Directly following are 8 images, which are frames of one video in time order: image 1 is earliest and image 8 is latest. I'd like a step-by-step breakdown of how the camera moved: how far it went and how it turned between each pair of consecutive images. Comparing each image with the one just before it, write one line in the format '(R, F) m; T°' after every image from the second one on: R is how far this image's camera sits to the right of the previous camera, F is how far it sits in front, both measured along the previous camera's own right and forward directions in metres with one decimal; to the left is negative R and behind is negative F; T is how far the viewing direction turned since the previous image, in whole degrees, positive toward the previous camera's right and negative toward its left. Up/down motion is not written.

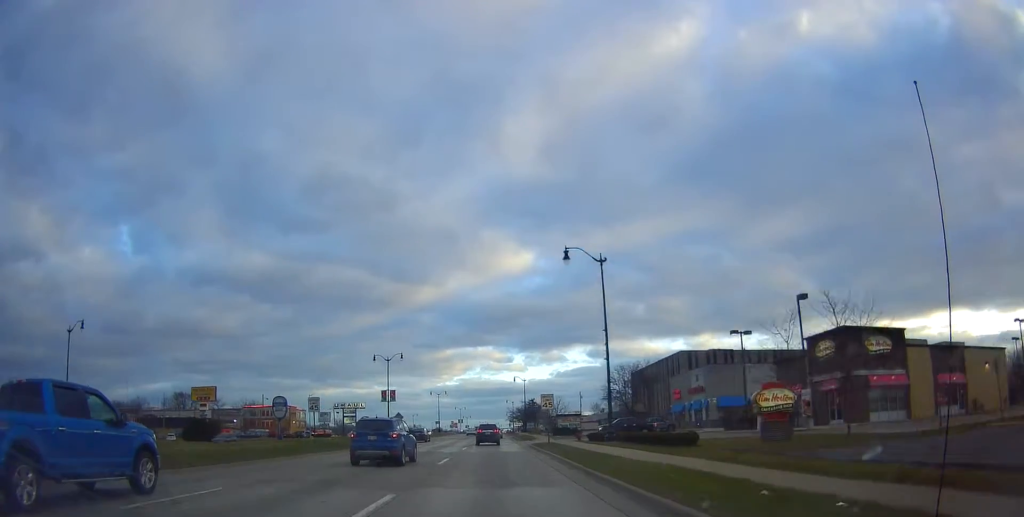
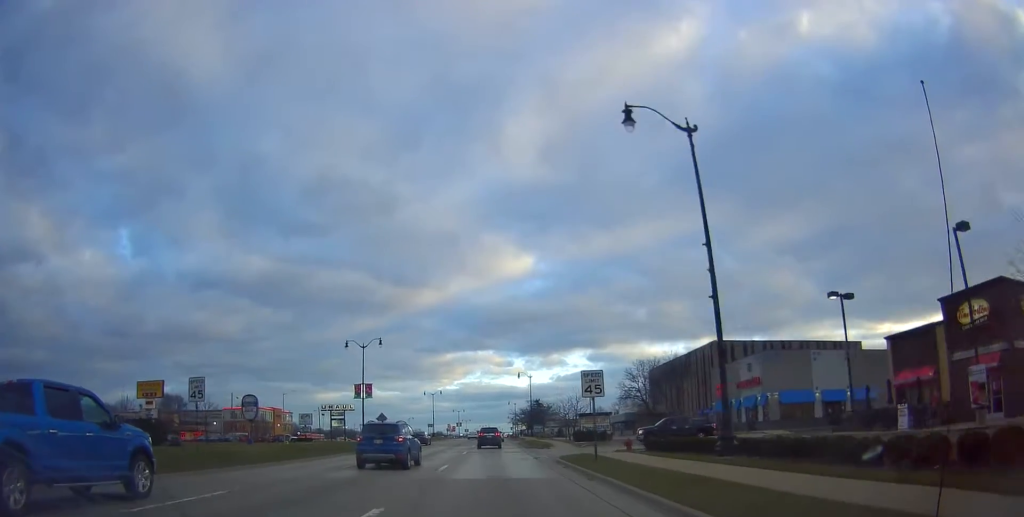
(+0.1, +15.5) m; +1°
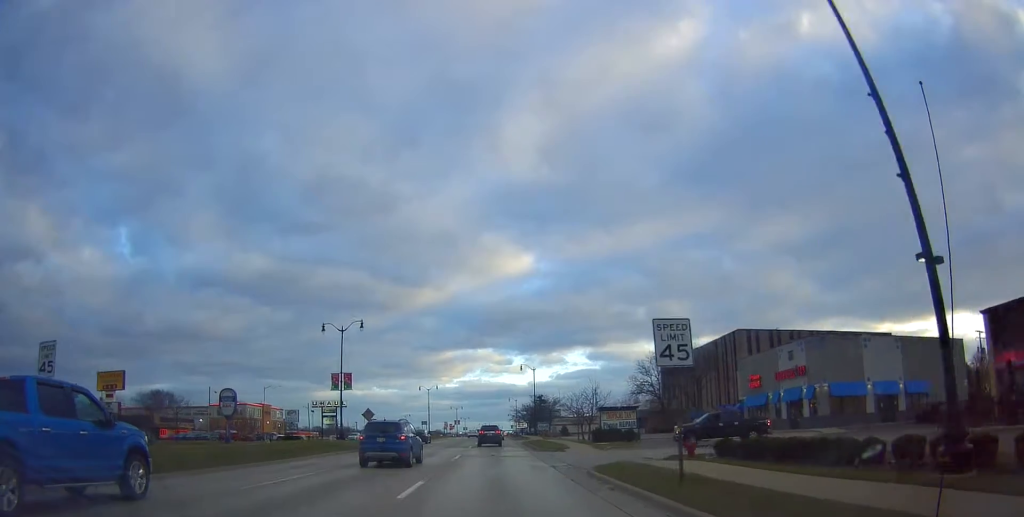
(-0.2, +9.0) m; 0°
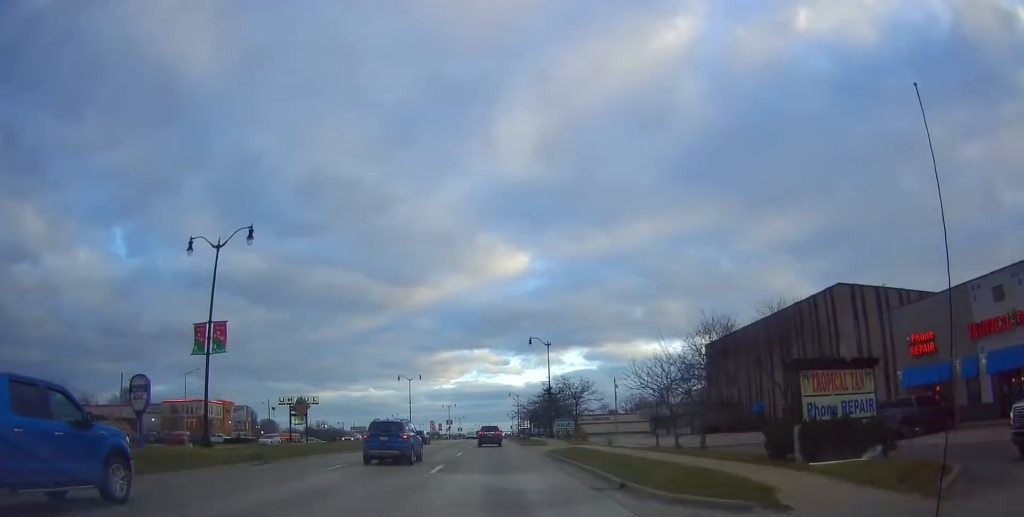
(+0.6, +25.7) m; 0°
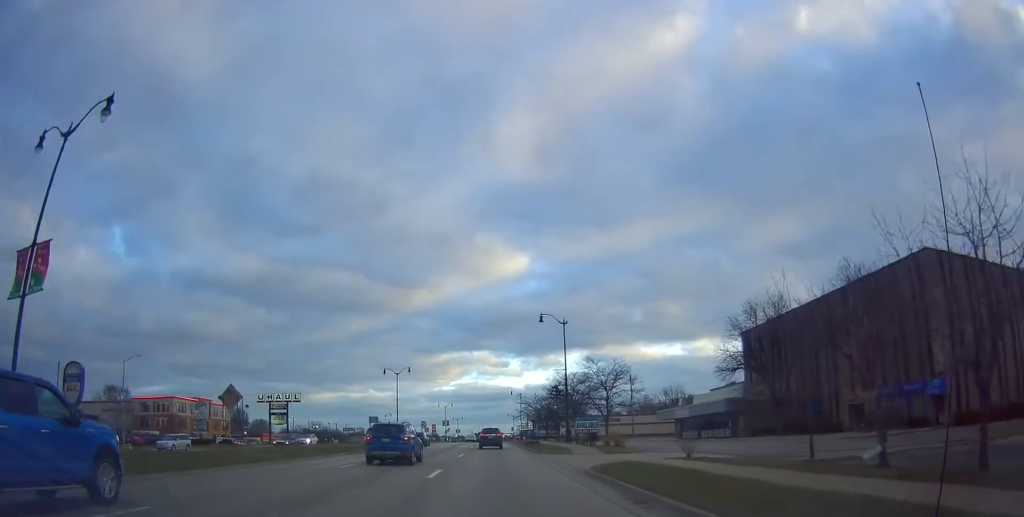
(-0.1, +13.9) m; -1°
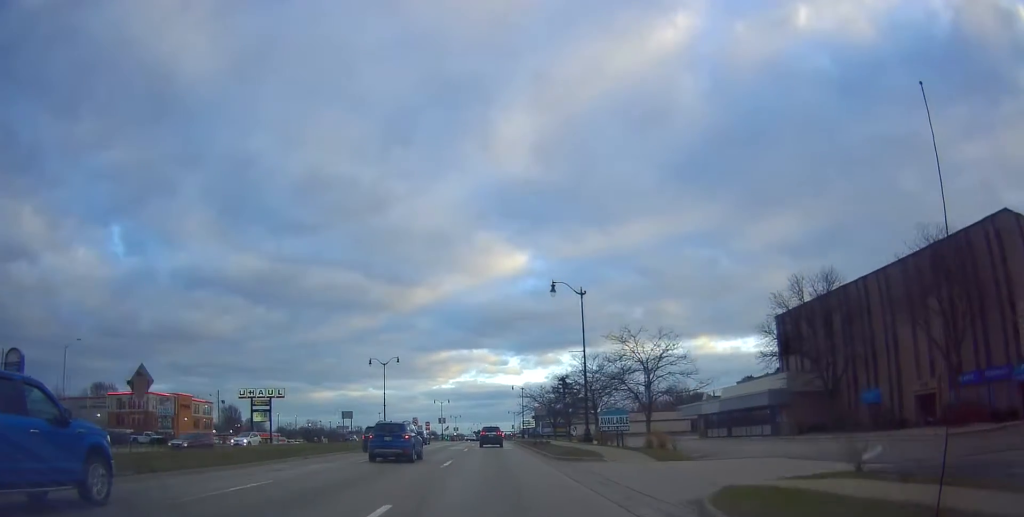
(-0.5, +10.3) m; 0°
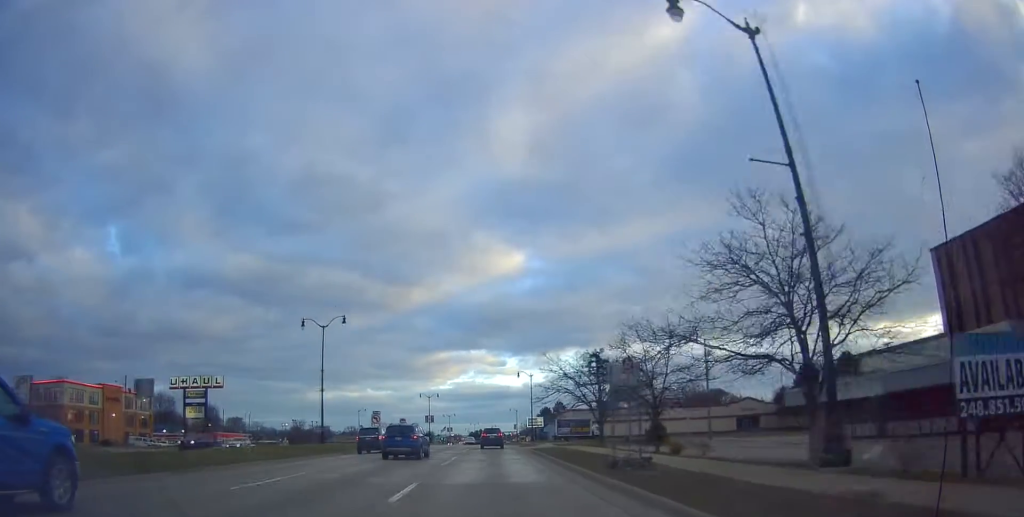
(+1.0, +29.4) m; +2°
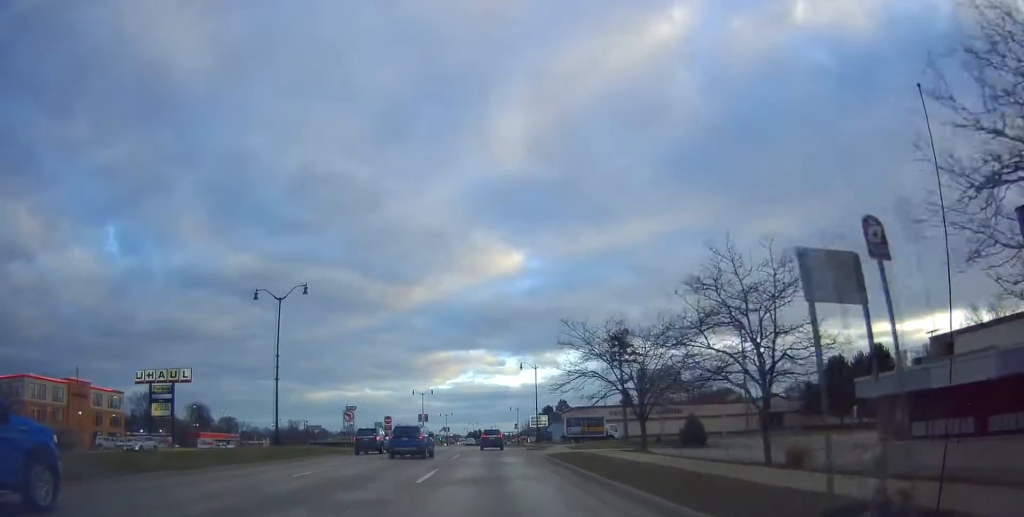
(+0.1, +11.1) m; -1°
